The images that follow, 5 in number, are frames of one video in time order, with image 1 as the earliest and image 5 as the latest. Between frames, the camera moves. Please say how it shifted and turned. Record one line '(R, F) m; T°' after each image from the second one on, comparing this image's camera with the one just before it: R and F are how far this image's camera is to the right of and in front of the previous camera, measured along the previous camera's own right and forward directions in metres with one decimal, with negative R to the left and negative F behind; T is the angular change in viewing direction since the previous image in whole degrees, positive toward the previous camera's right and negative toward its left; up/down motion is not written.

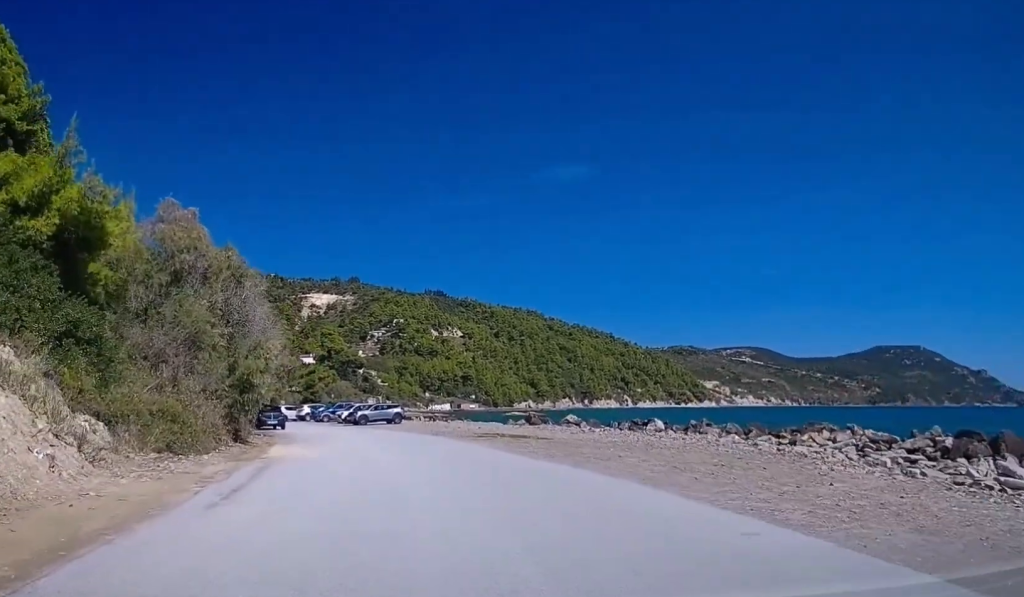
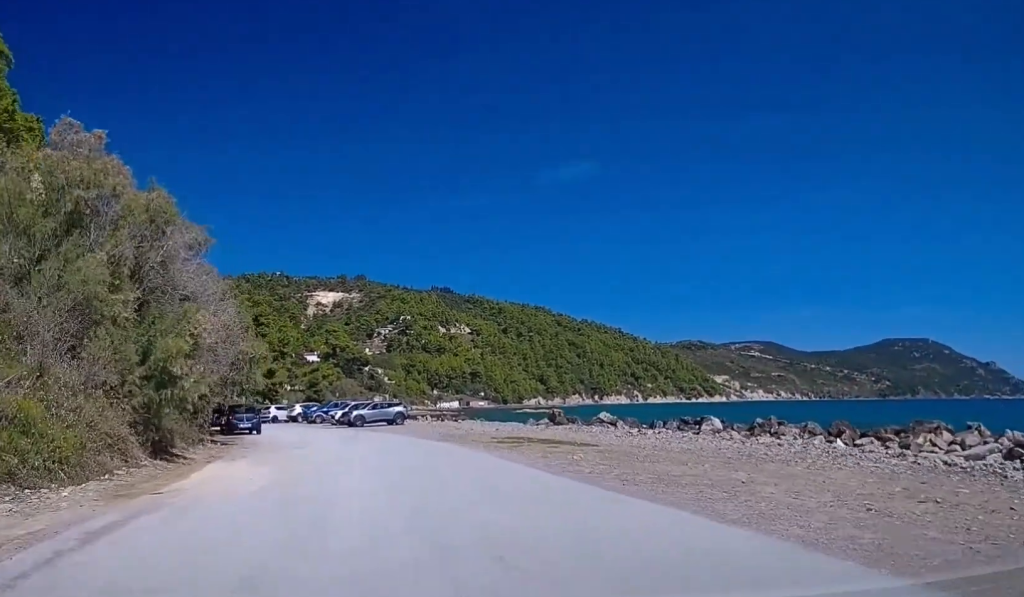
(0.0, +8.0) m; 0°
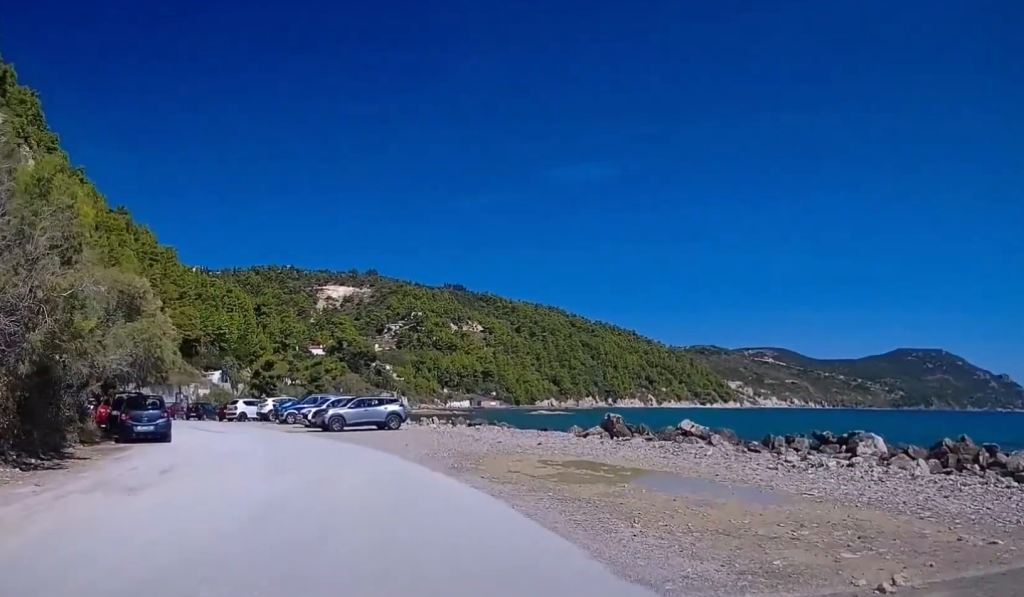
(0.0, +13.3) m; -3°
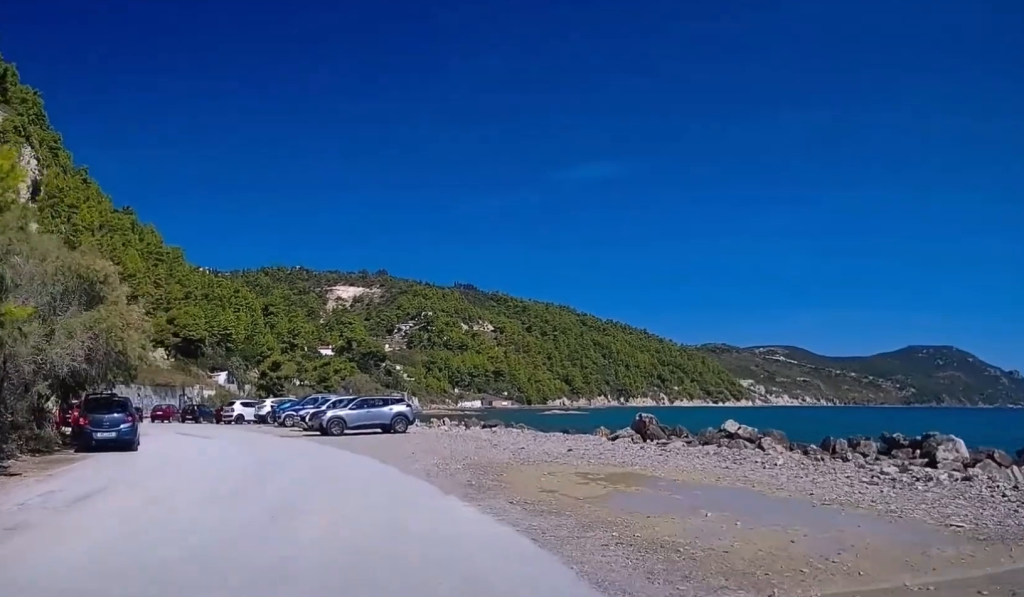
(-0.2, +3.6) m; -2°
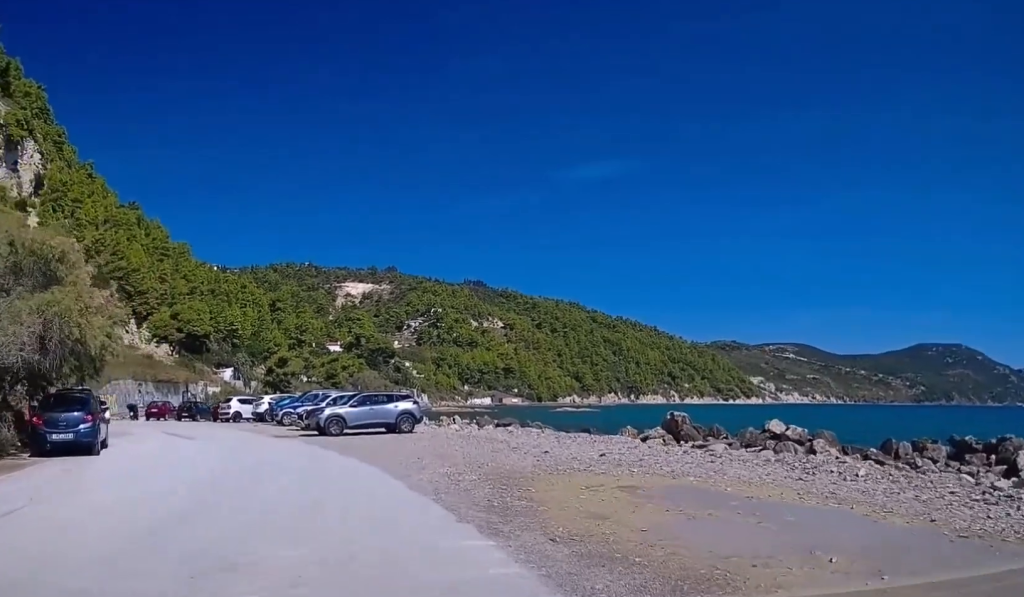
(-0.1, +3.0) m; -2°
